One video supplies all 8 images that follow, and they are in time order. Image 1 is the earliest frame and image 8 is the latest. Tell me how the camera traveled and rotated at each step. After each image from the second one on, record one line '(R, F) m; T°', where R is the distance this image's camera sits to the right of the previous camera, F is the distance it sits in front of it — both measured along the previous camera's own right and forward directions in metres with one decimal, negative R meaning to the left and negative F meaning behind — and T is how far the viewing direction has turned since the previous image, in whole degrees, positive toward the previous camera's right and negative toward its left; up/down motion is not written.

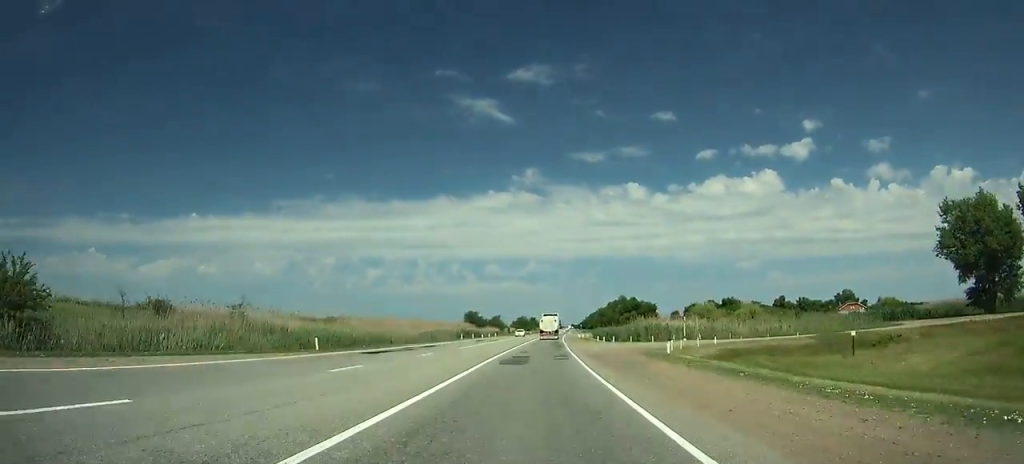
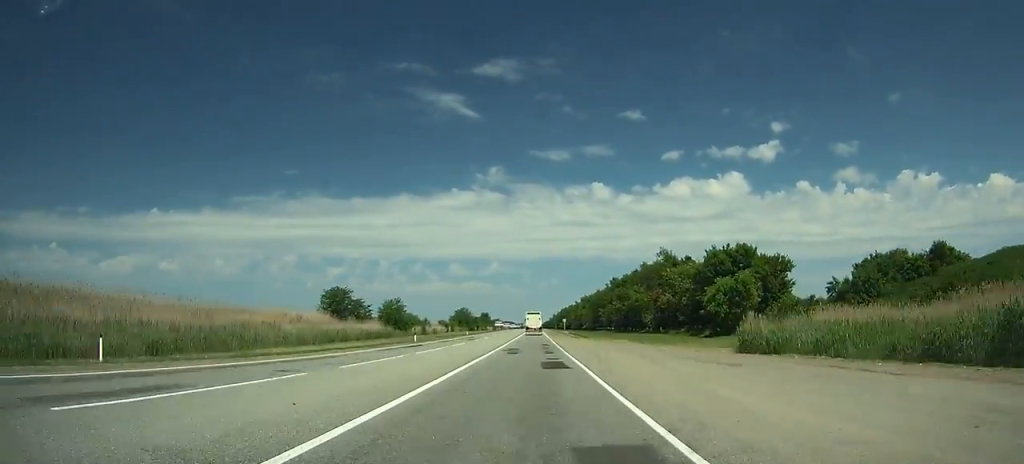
(+6.2, +167.4) m; +3°
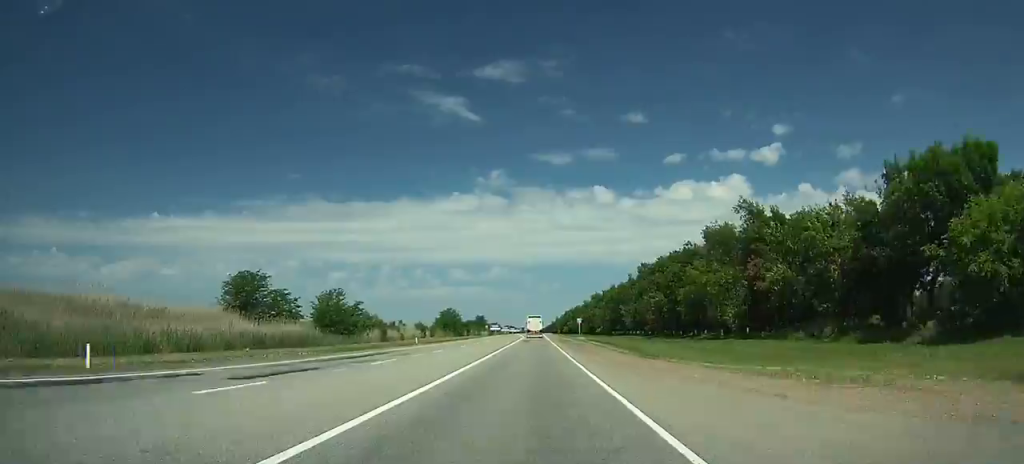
(+0.1, +50.3) m; 0°
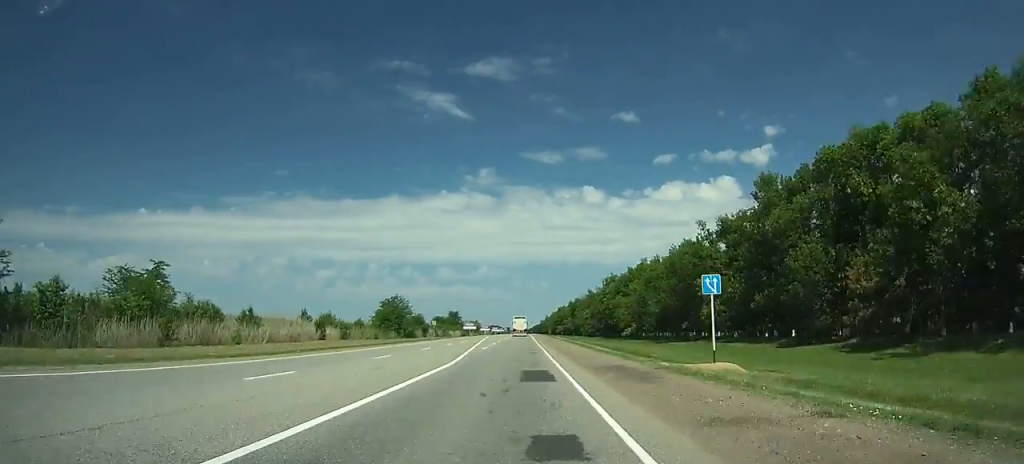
(+0.2, +75.9) m; +1°
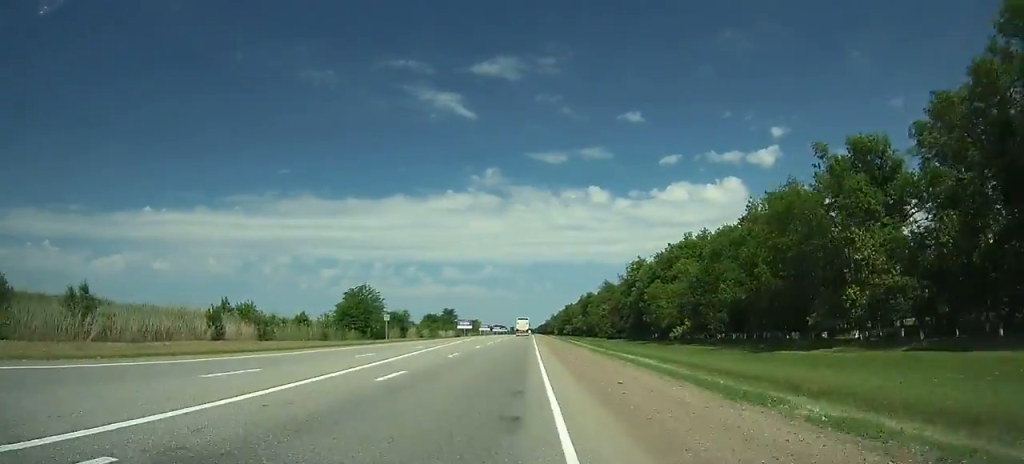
(+0.3, +37.4) m; 0°
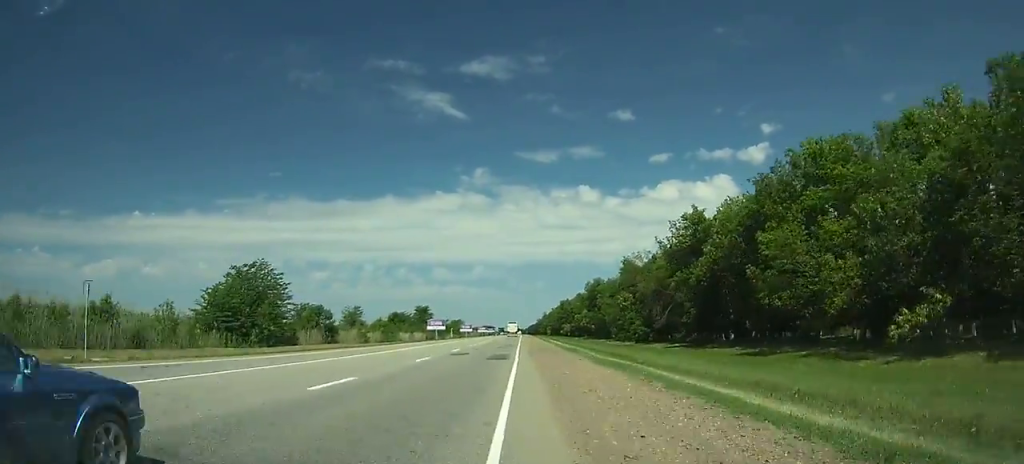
(-0.1, +46.2) m; 0°
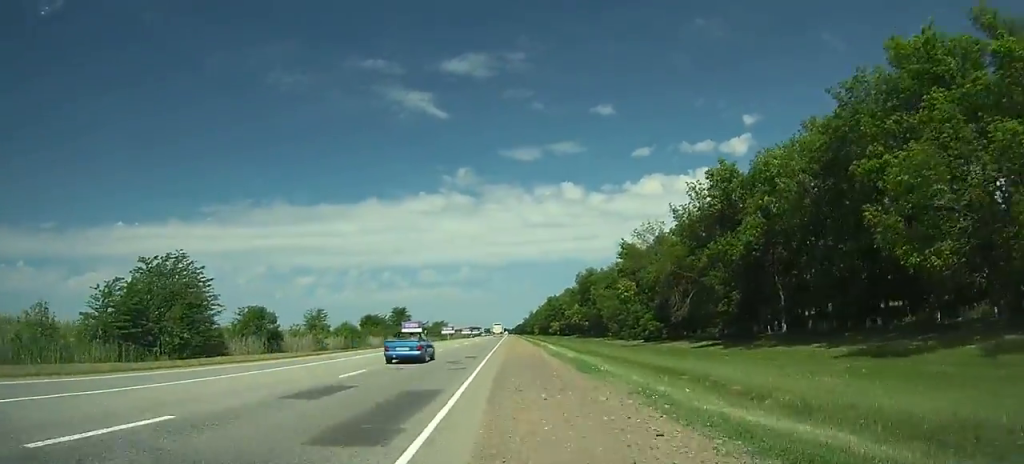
(+0.2, +16.8) m; 0°
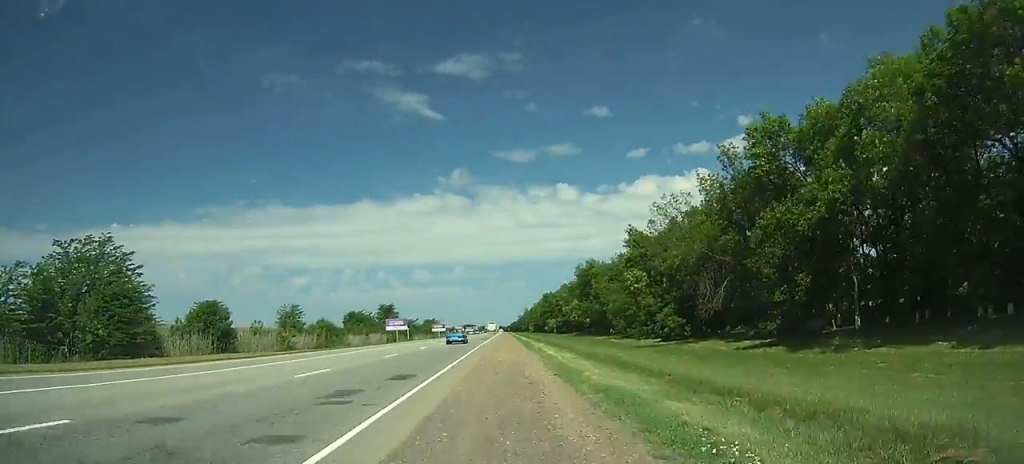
(0.0, +12.9) m; 0°
